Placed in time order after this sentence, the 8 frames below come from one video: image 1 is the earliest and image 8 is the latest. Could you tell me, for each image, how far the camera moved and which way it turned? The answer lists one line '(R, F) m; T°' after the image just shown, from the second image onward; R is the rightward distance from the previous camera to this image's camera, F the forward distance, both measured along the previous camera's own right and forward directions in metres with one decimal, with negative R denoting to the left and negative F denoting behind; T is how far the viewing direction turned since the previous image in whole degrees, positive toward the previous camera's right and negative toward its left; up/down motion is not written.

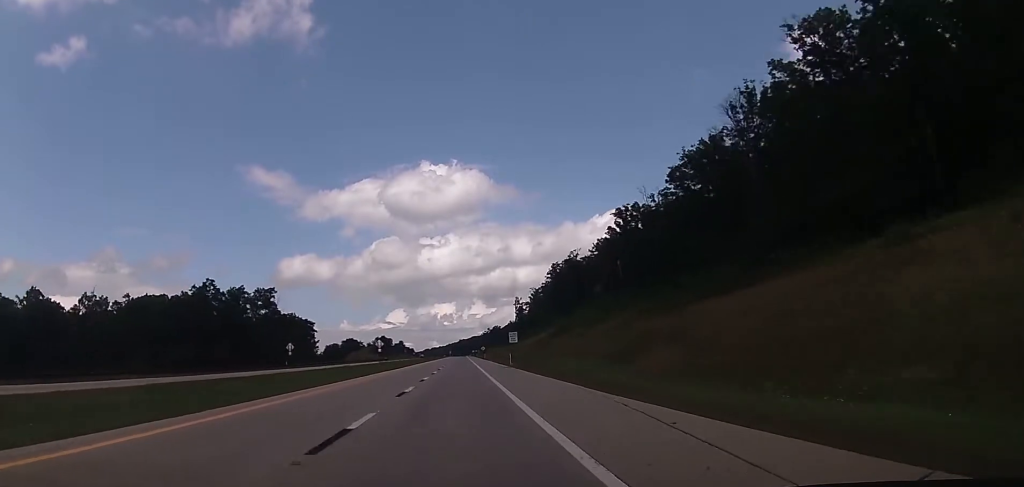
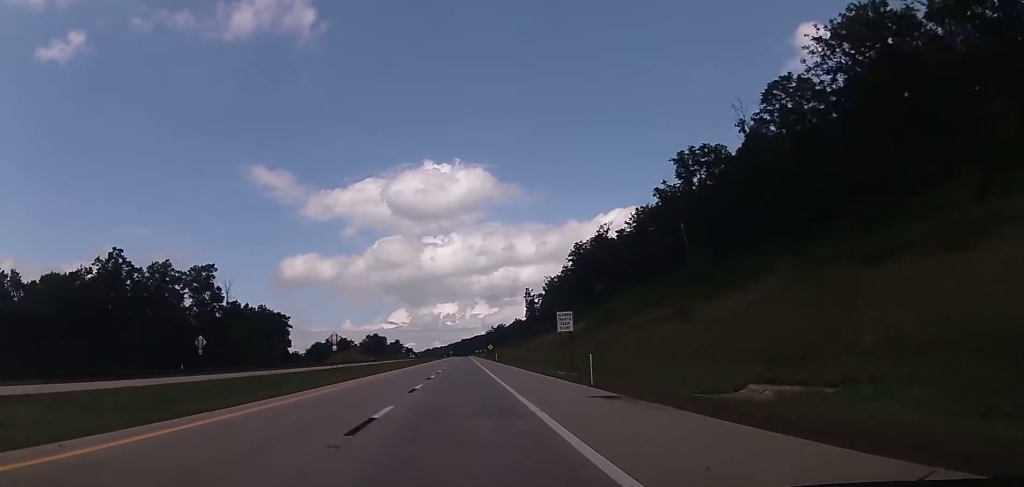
(-0.1, +47.1) m; 0°
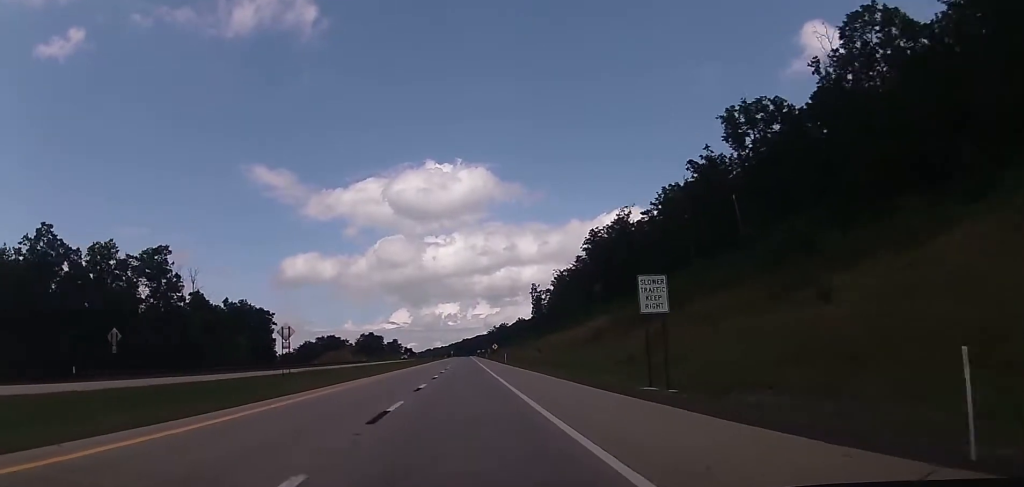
(0.0, +23.0) m; 0°
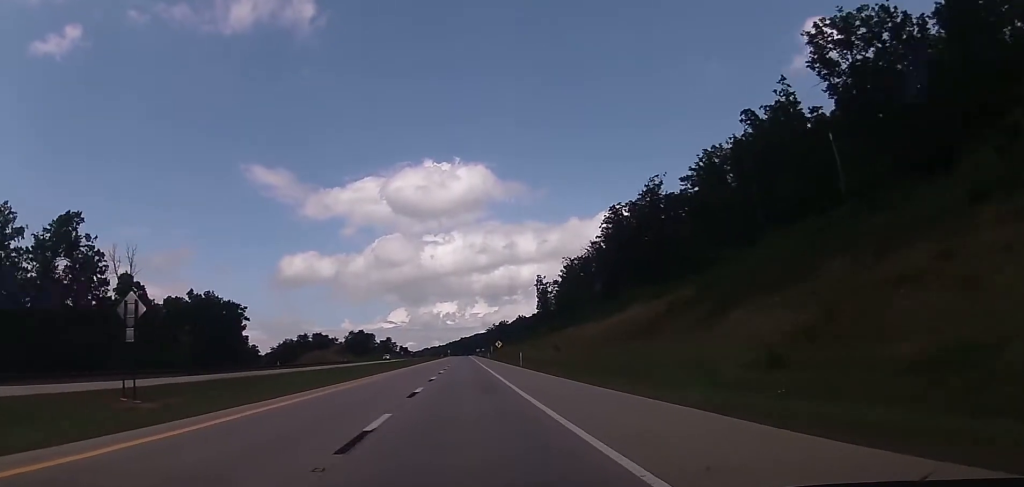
(+0.1, +28.4) m; 0°
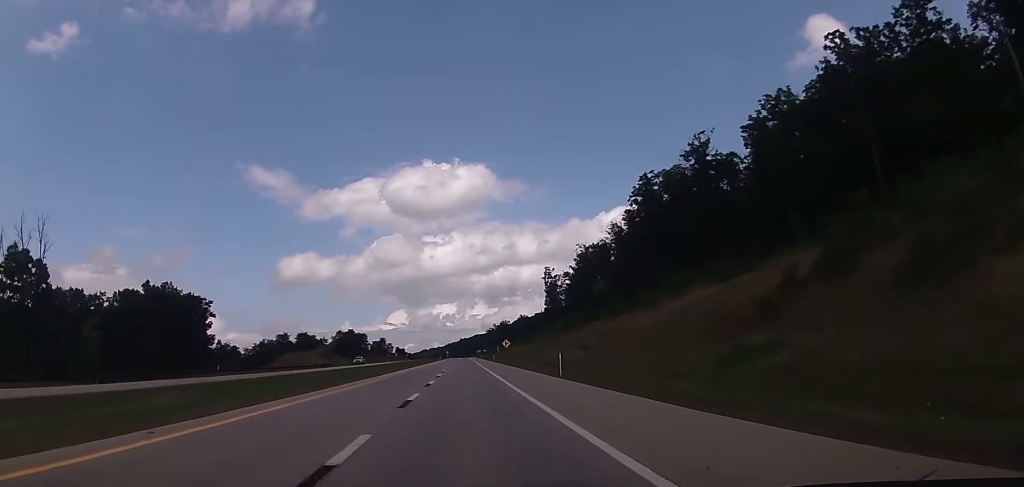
(0.0, +28.4) m; 0°
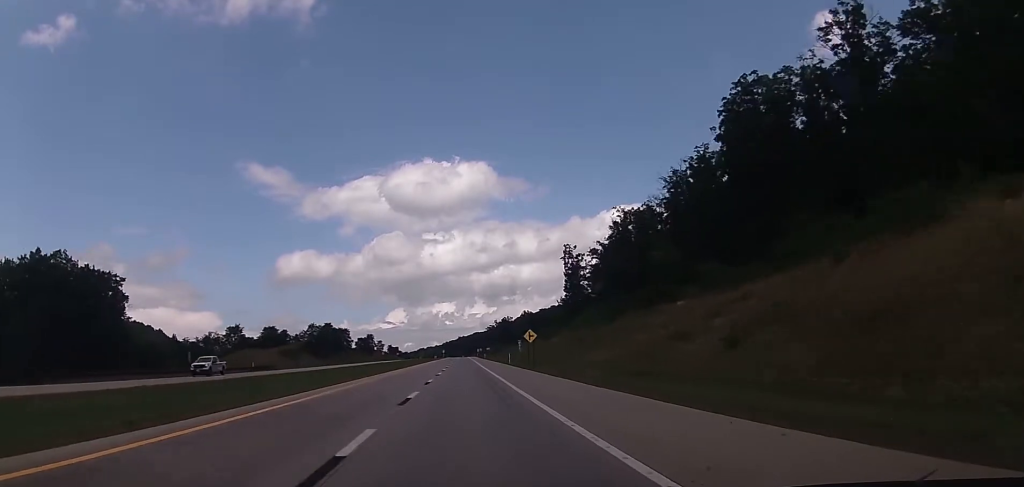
(-0.2, +48.3) m; 0°
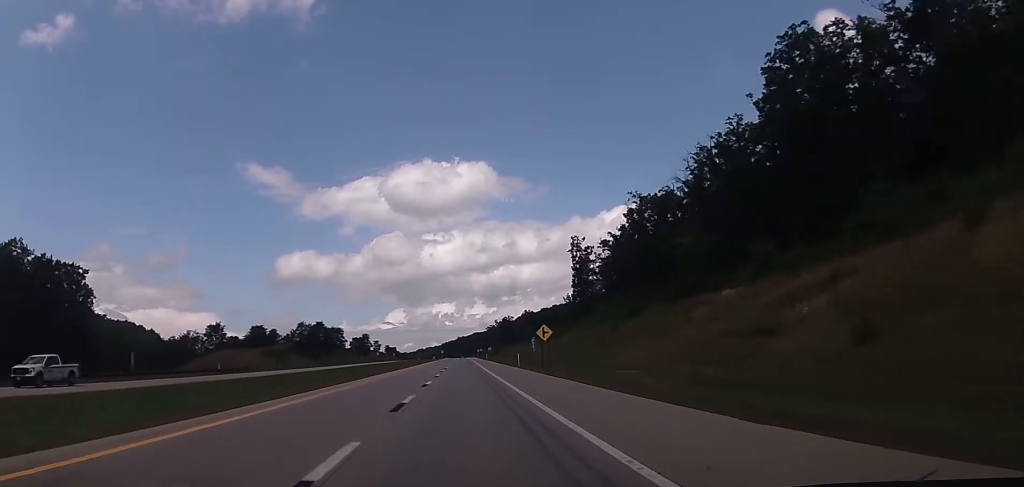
(0.0, +14.3) m; 0°
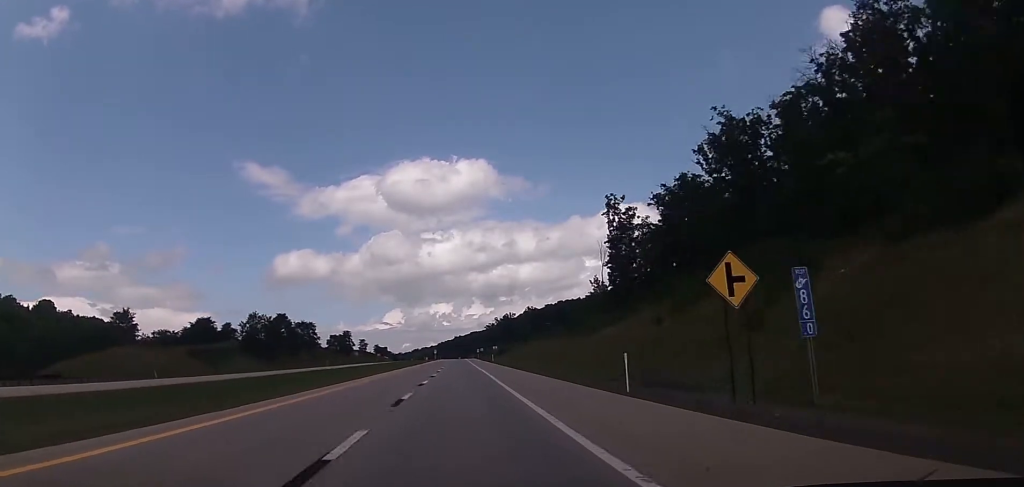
(+0.1, +47.1) m; 0°
